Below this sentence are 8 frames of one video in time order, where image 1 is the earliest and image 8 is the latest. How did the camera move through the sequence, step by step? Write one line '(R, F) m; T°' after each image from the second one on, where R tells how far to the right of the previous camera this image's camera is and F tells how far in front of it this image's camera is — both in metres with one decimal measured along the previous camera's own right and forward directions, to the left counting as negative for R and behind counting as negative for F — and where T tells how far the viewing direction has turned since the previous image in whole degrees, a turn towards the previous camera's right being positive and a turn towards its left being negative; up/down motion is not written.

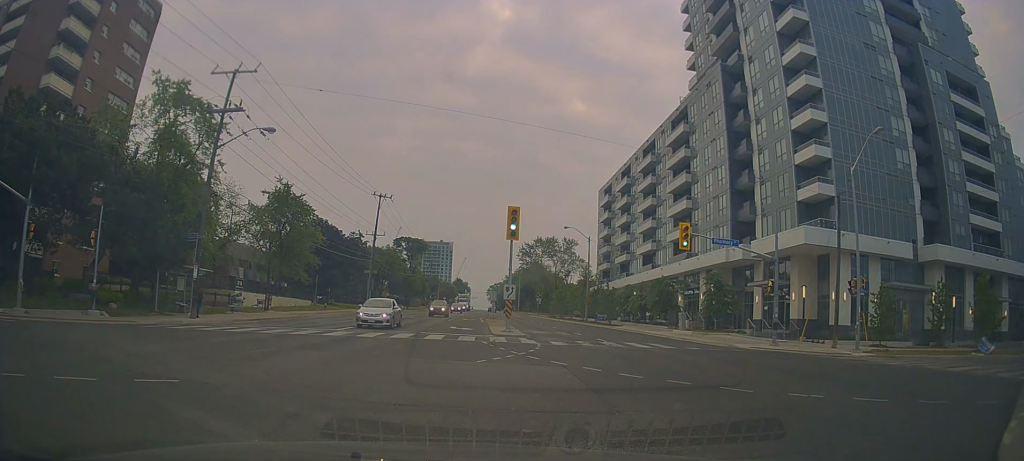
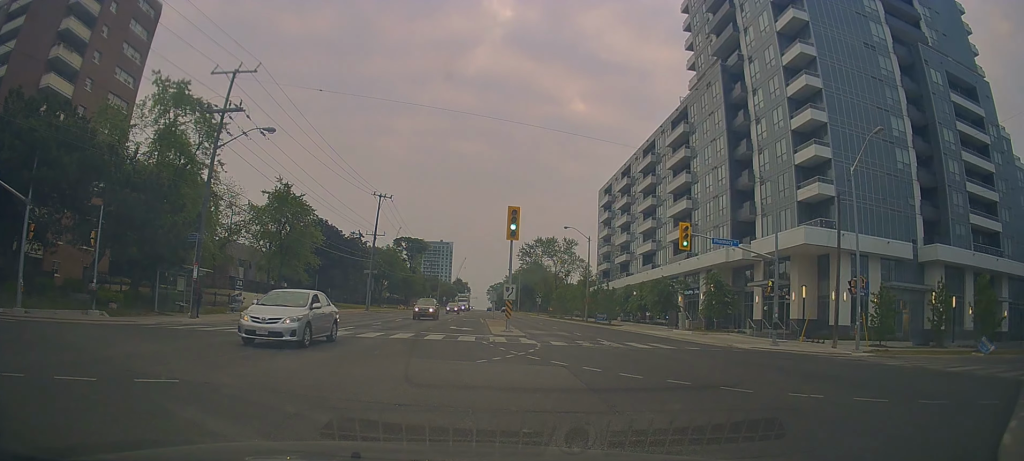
(0.0, 0.0) m; 0°
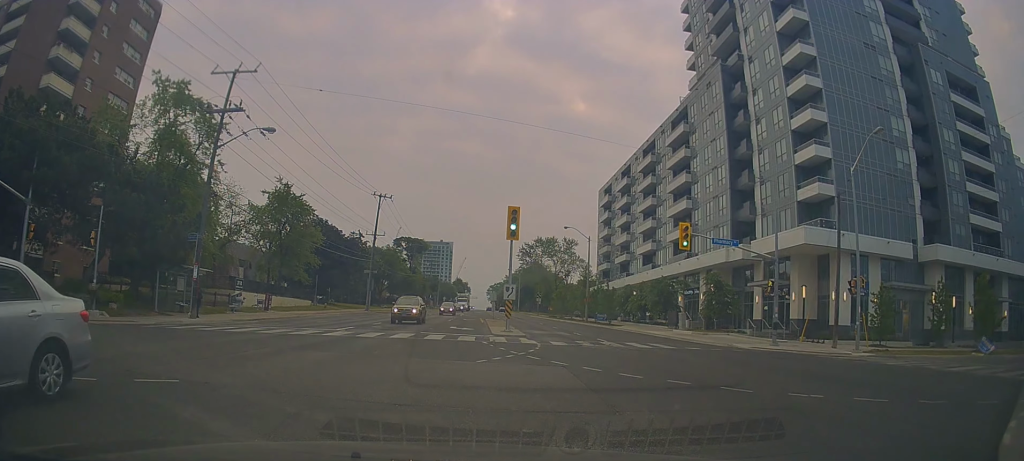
(0.0, 0.0) m; 0°
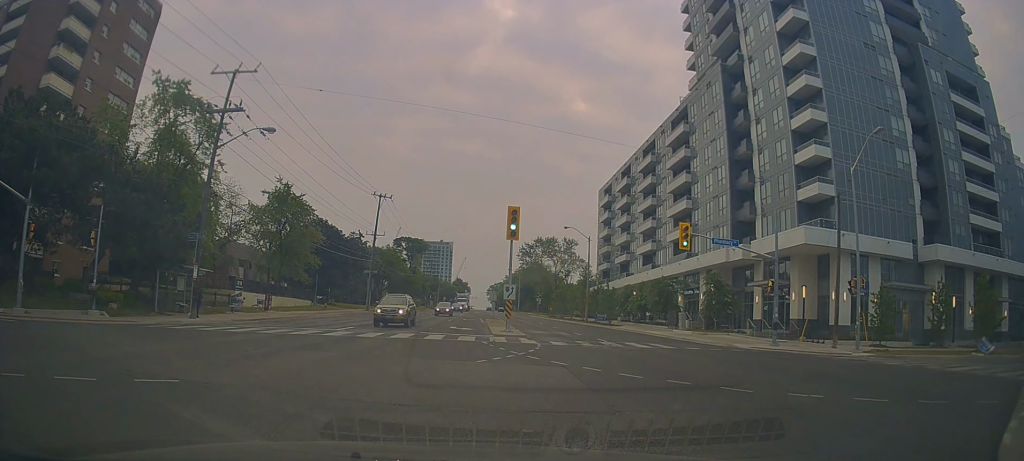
(0.0, 0.0) m; 0°
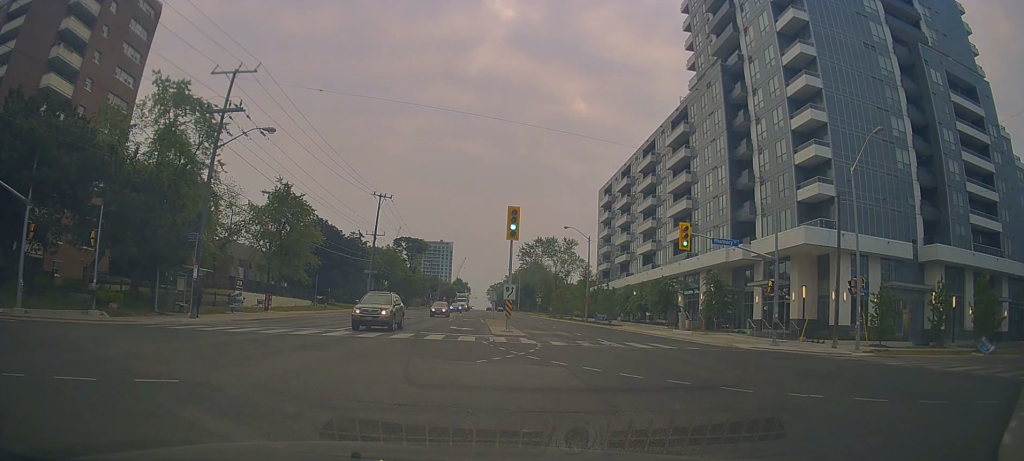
(0.0, 0.0) m; 0°
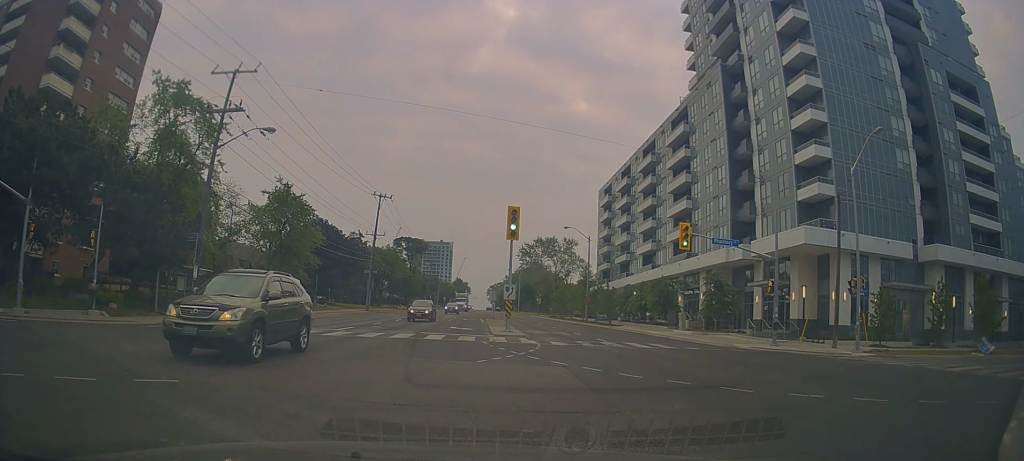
(0.0, 0.0) m; 0°
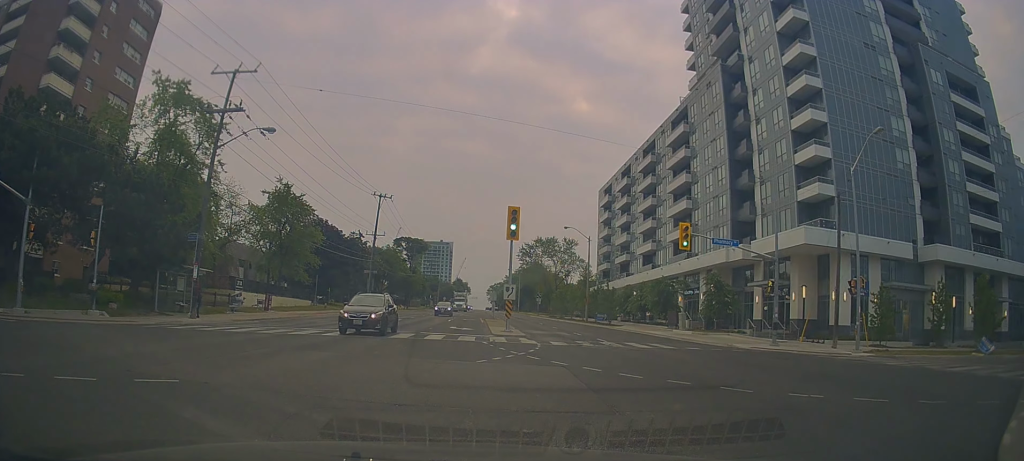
(0.0, 0.0) m; 0°
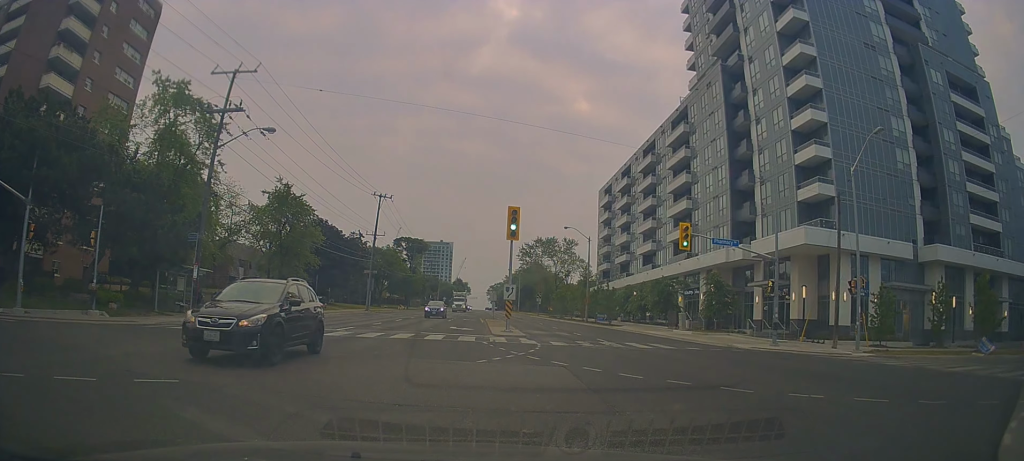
(0.0, 0.0) m; 0°
